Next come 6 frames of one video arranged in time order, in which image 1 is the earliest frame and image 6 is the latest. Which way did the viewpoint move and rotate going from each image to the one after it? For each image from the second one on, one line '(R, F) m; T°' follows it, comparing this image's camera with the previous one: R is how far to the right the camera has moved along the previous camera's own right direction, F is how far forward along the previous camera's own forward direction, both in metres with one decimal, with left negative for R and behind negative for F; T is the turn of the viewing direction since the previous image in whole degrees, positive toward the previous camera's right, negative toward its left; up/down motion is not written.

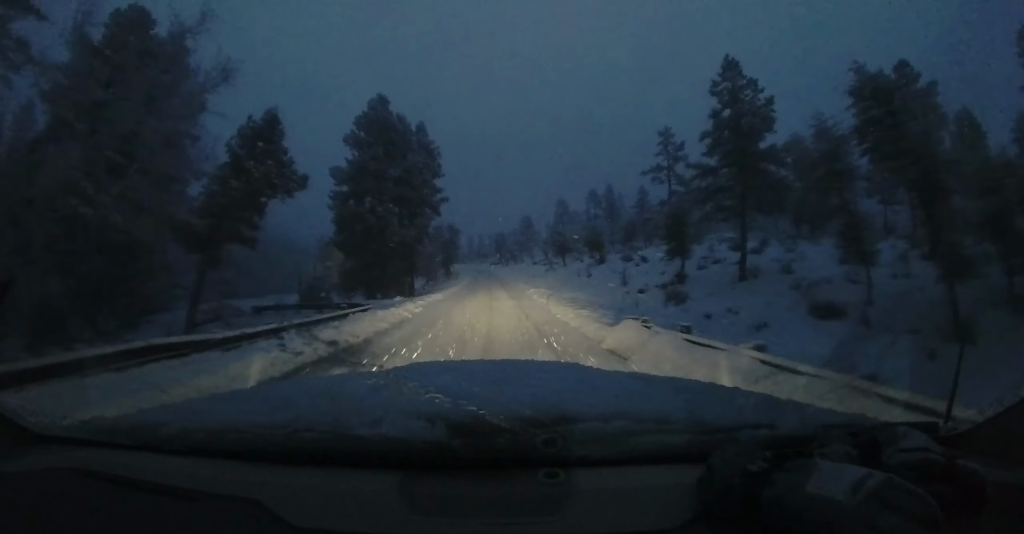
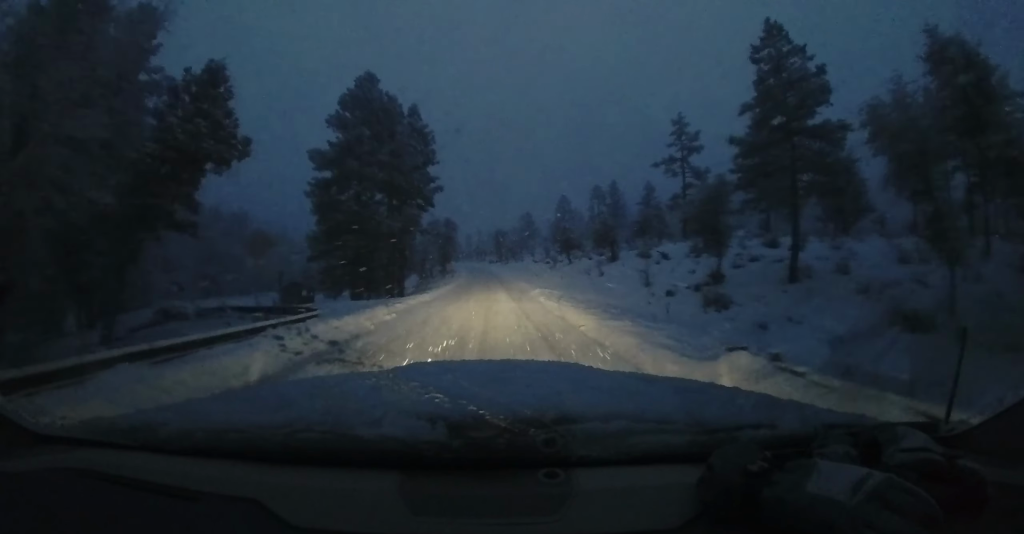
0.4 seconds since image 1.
(-0.3, +4.5) m; -2°
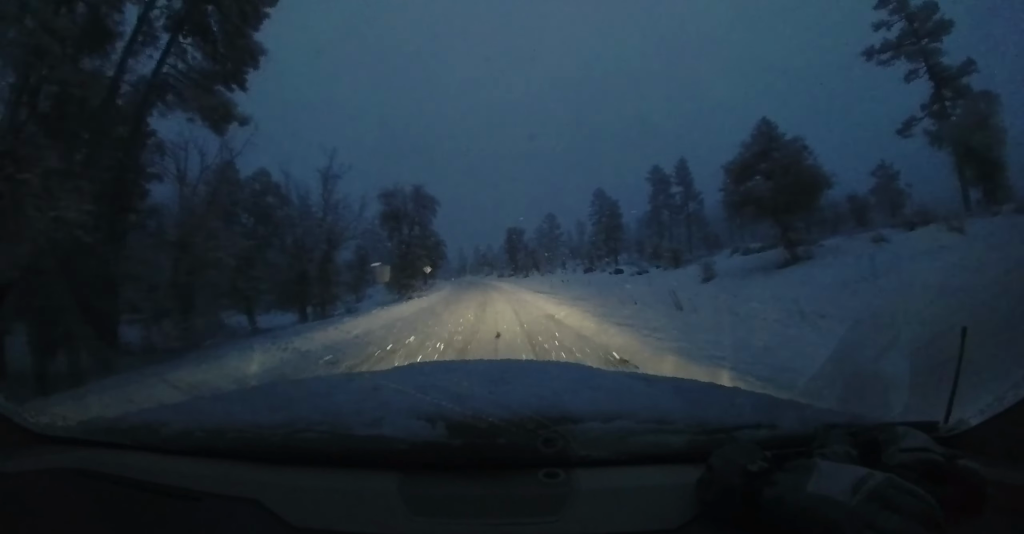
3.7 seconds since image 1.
(-1.1, +35.4) m; +1°
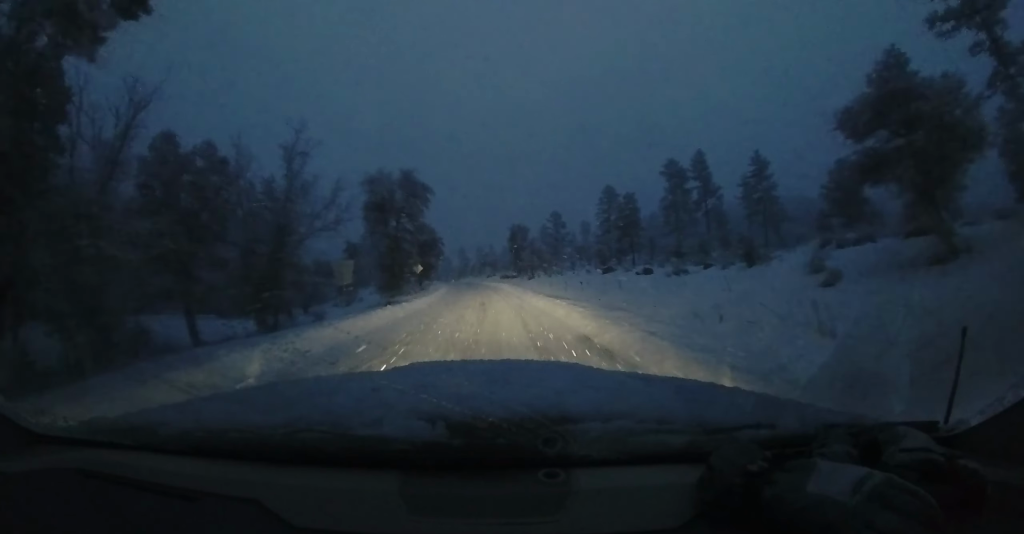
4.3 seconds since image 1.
(+0.1, +5.6) m; 0°
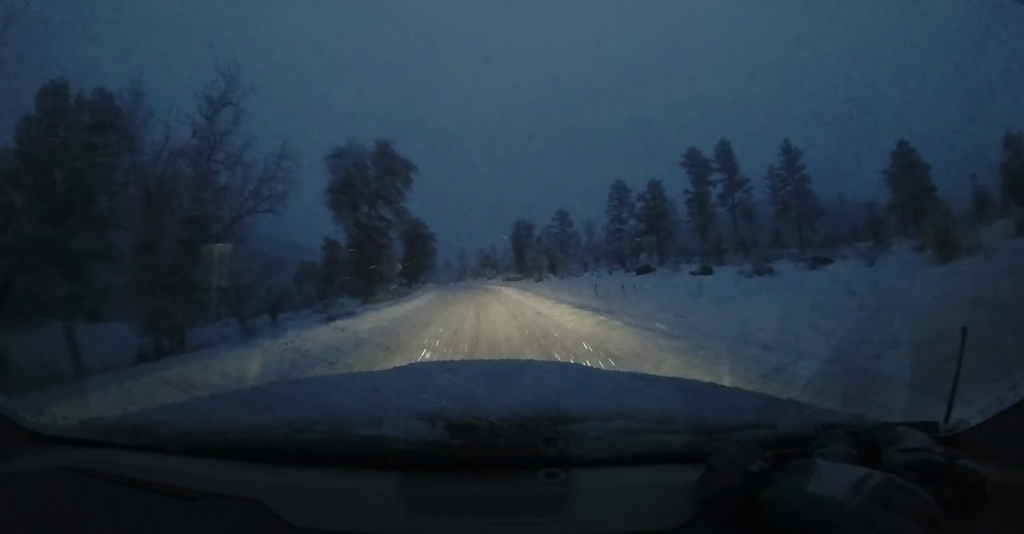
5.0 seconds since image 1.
(+0.5, +7.5) m; -1°
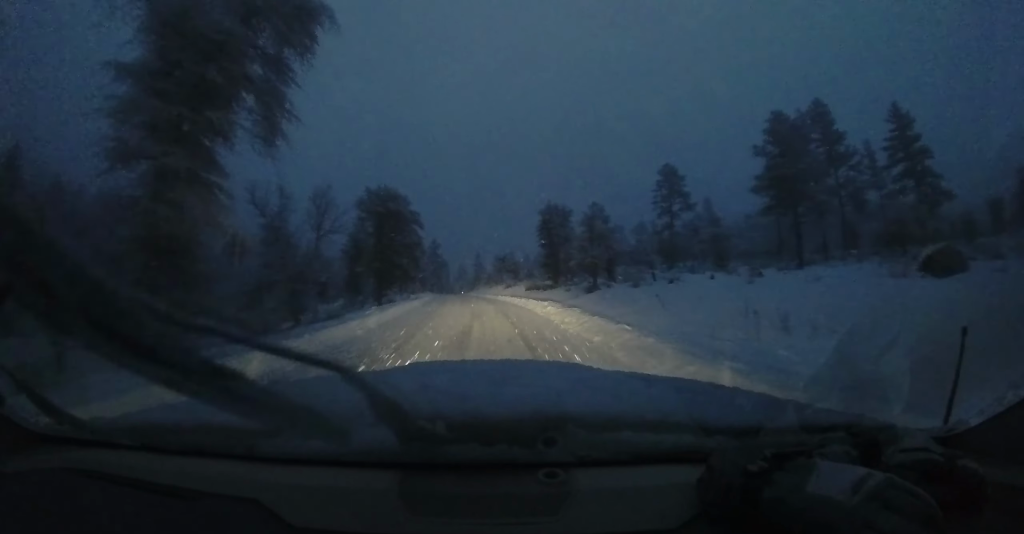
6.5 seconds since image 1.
(-1.7, +17.8) m; -8°
